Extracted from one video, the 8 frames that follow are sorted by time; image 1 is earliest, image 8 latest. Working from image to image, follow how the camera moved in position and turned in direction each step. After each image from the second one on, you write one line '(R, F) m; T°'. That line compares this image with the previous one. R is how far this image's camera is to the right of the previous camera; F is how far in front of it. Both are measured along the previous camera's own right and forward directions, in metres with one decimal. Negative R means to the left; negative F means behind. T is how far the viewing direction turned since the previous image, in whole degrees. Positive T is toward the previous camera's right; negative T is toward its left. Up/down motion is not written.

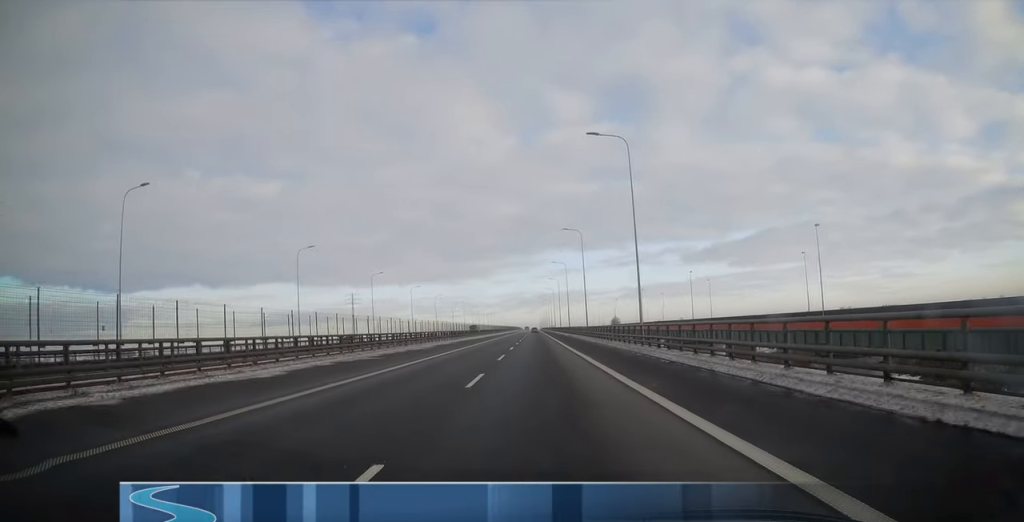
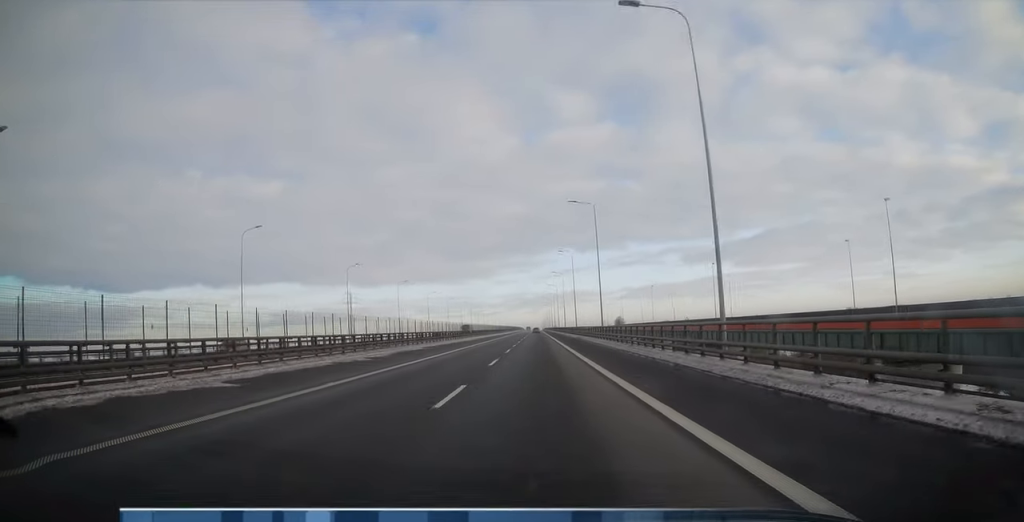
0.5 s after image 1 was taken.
(0.0, +15.4) m; 0°
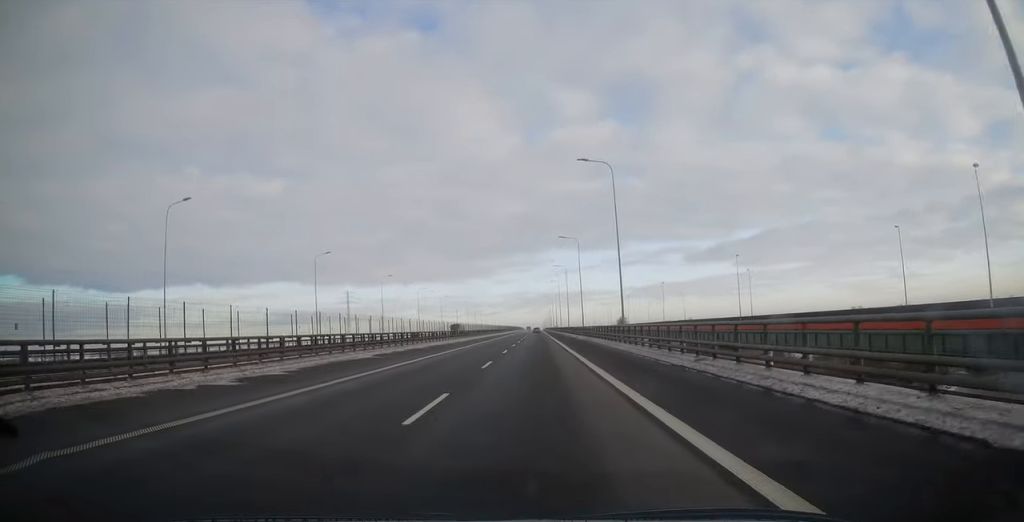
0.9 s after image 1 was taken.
(0.0, +13.8) m; 0°
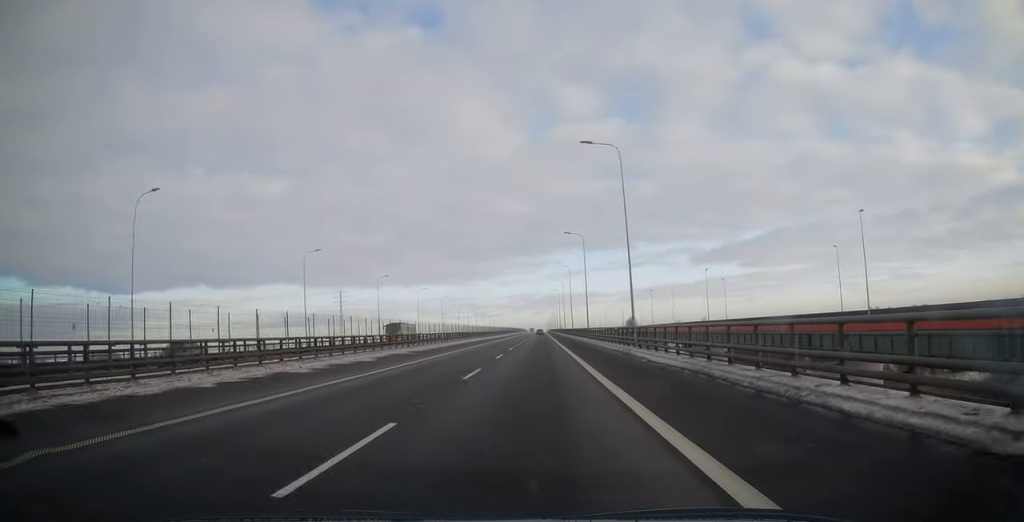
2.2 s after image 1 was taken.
(-0.4, +39.6) m; 0°
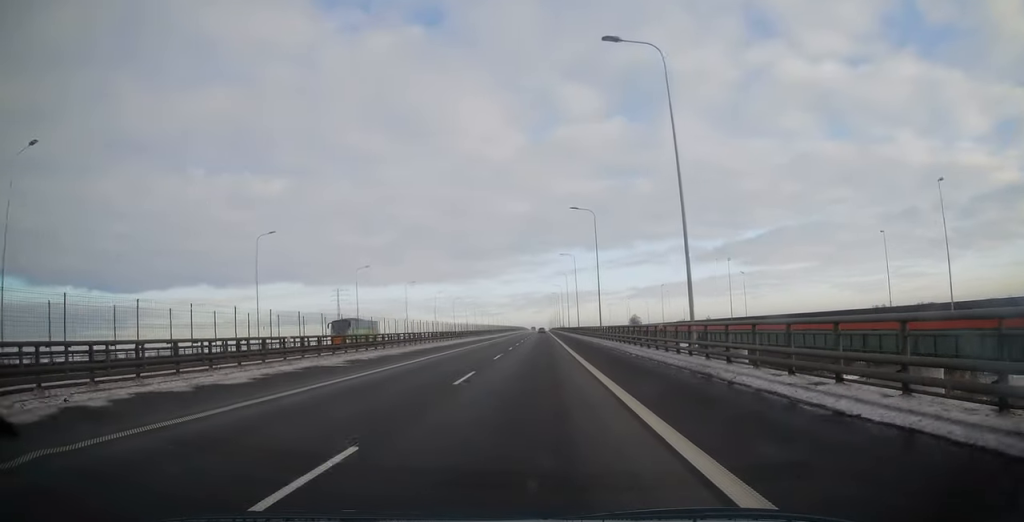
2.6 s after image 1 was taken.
(0.0, +13.7) m; 0°
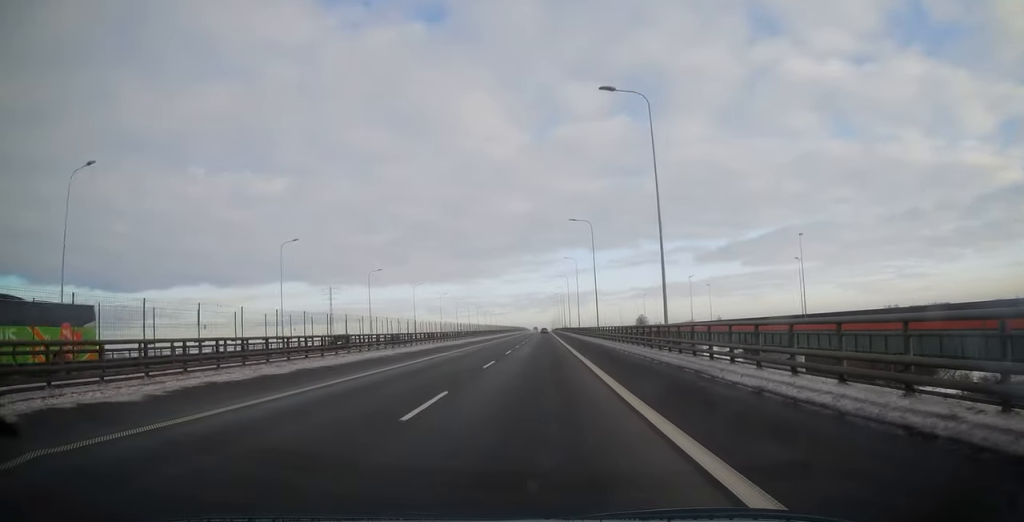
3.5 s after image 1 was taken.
(+0.3, +29.6) m; 0°
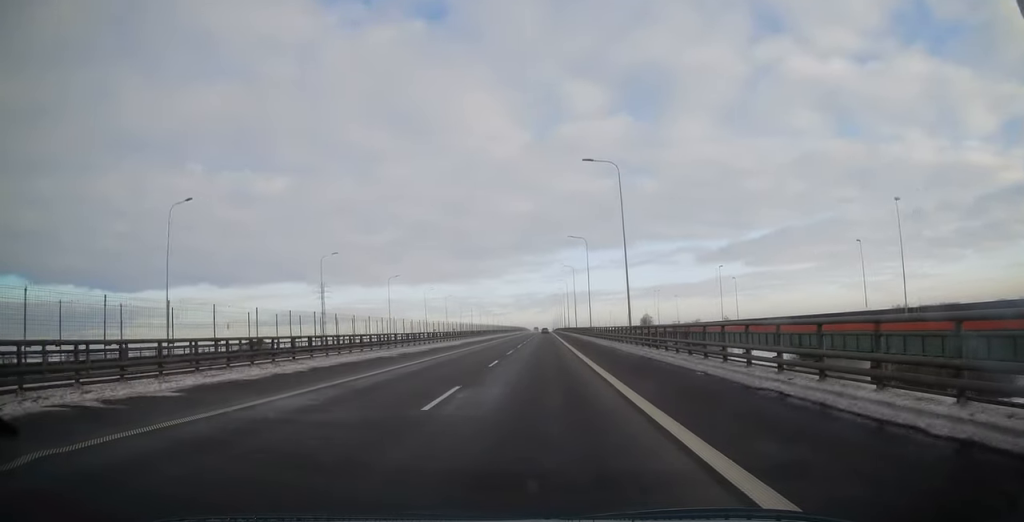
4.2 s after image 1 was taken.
(-0.3, +22.7) m; -1°
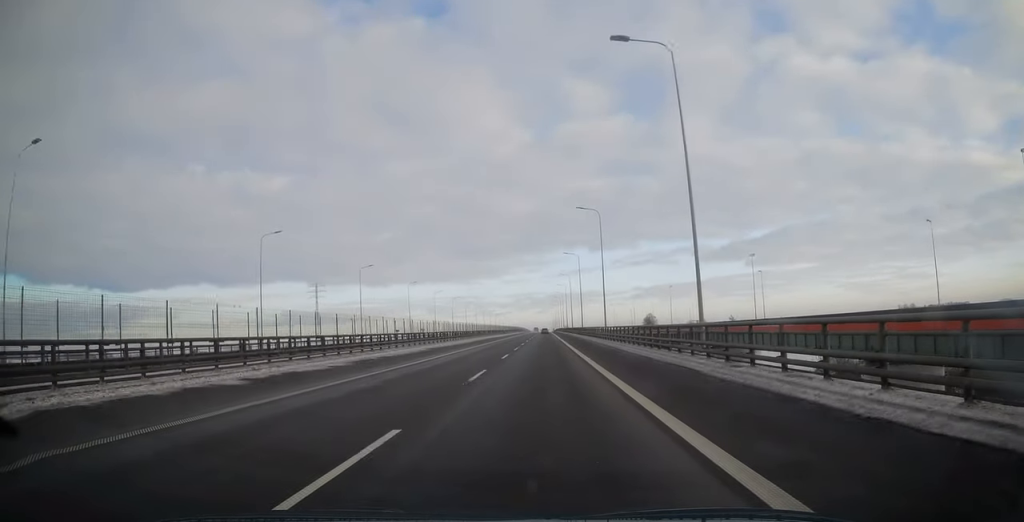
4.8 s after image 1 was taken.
(0.0, +18.0) m; 0°
